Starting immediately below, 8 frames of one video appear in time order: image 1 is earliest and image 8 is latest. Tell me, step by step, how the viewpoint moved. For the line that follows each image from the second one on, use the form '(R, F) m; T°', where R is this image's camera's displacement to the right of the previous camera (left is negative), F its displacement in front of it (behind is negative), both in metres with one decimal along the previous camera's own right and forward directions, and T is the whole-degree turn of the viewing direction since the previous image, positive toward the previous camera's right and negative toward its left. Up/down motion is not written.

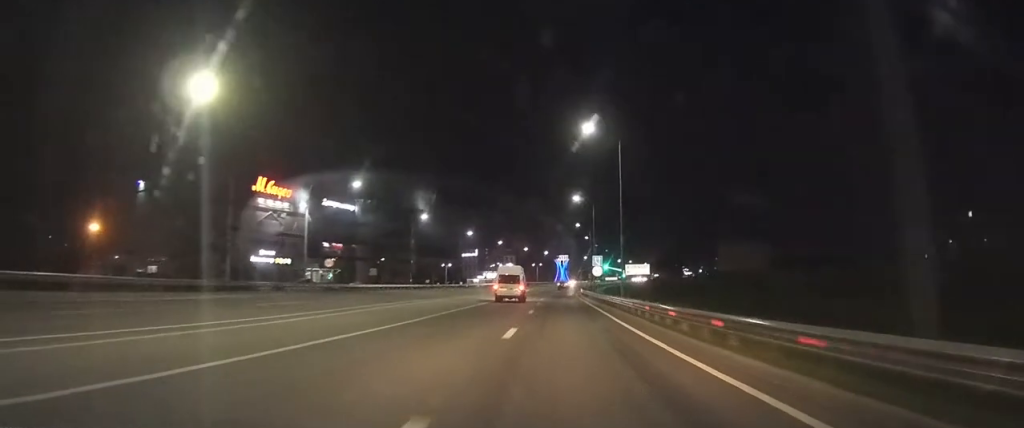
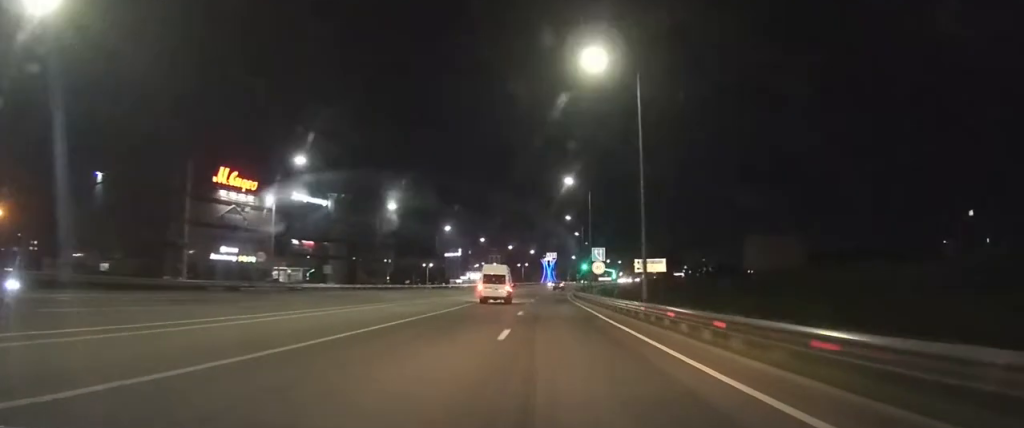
(+0.2, +12.8) m; +1°
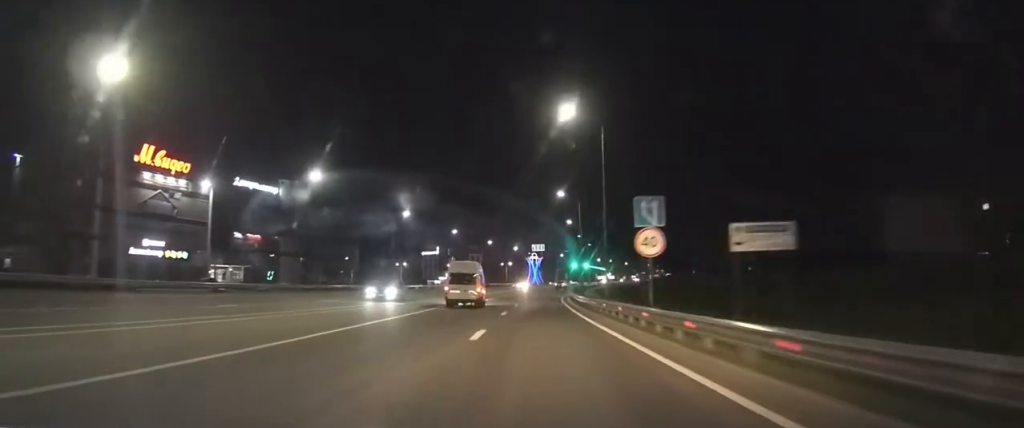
(+0.5, +24.6) m; +1°
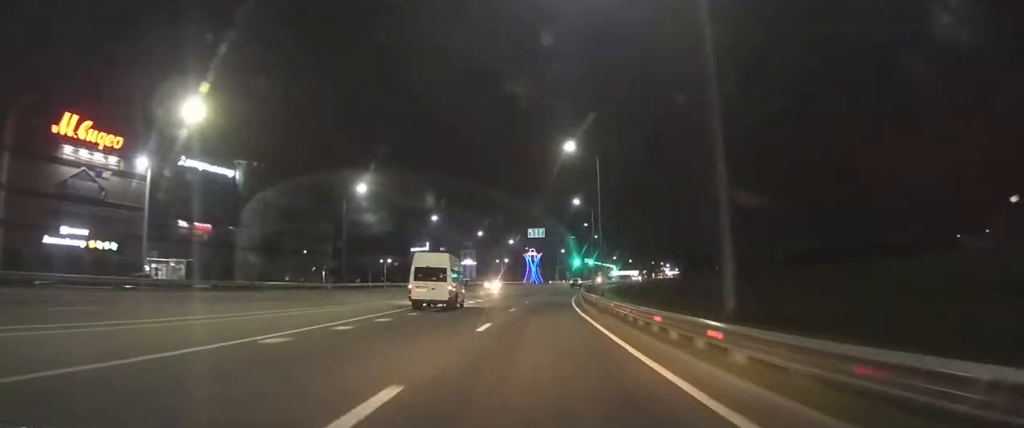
(+0.2, +22.8) m; +1°
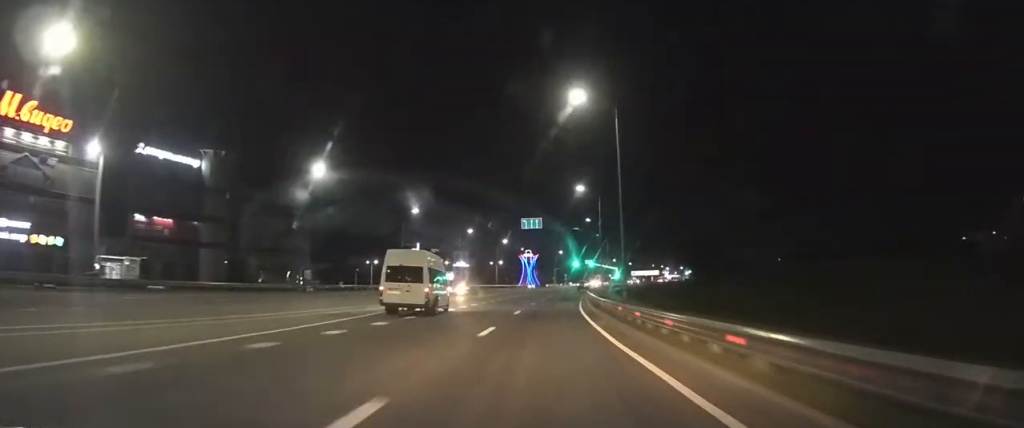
(+0.1, +13.1) m; +1°
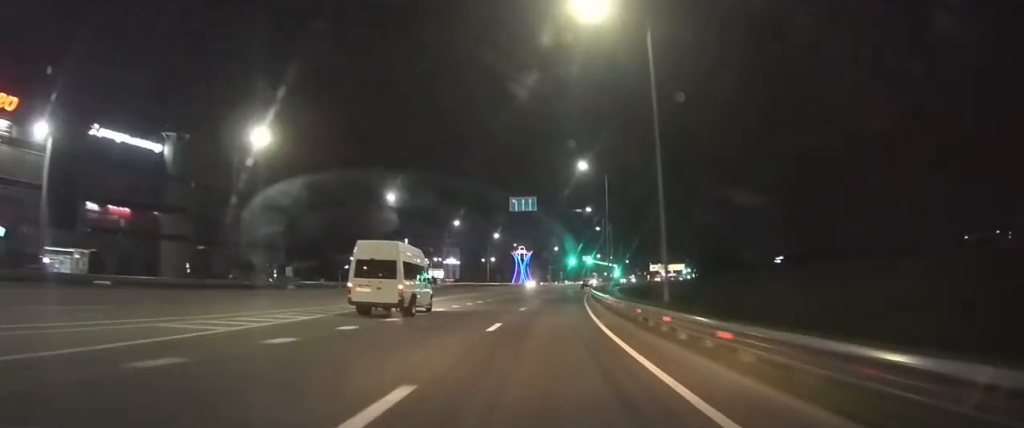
(+0.1, +11.5) m; +1°
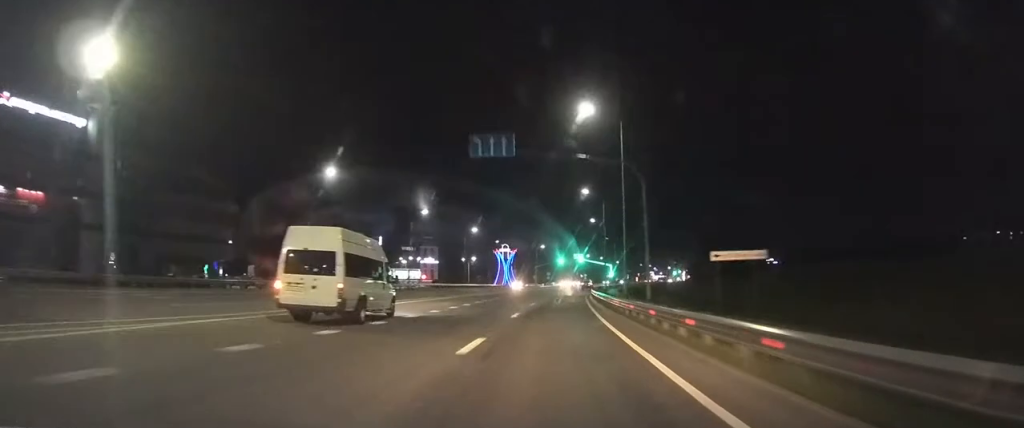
(+0.1, +17.8) m; +1°
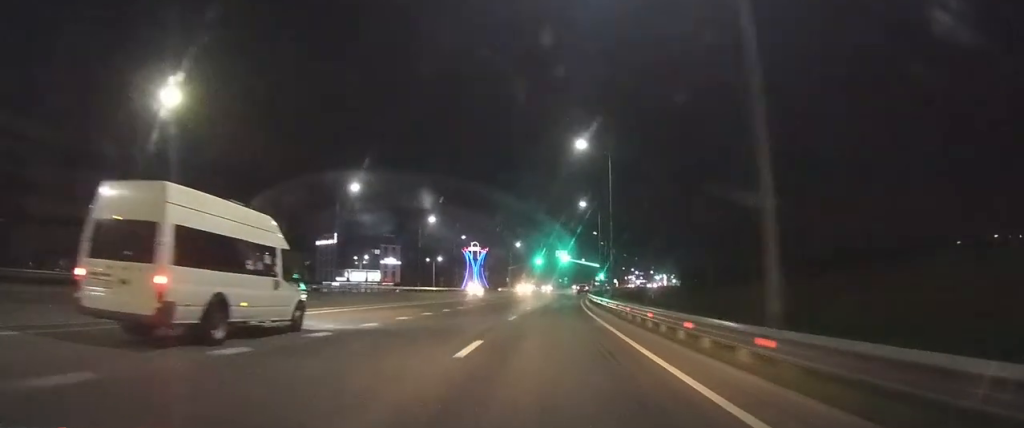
(+0.4, +24.6) m; +2°
